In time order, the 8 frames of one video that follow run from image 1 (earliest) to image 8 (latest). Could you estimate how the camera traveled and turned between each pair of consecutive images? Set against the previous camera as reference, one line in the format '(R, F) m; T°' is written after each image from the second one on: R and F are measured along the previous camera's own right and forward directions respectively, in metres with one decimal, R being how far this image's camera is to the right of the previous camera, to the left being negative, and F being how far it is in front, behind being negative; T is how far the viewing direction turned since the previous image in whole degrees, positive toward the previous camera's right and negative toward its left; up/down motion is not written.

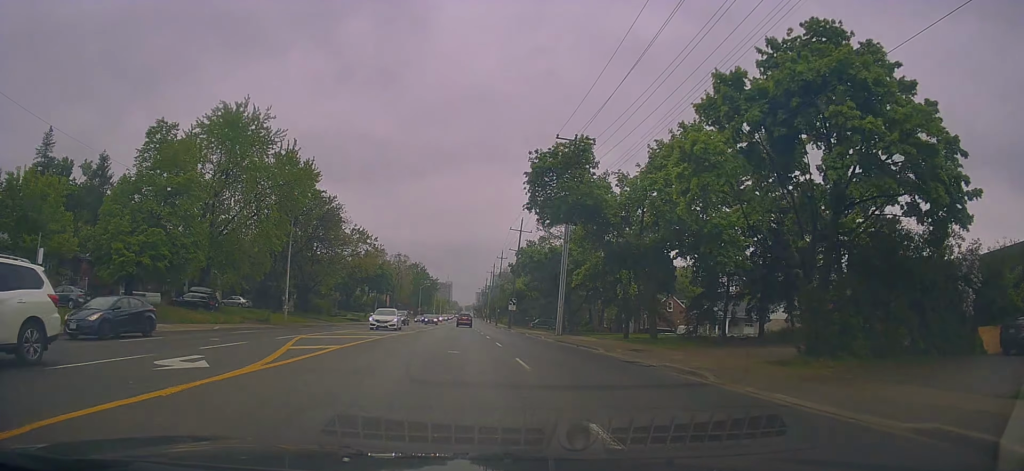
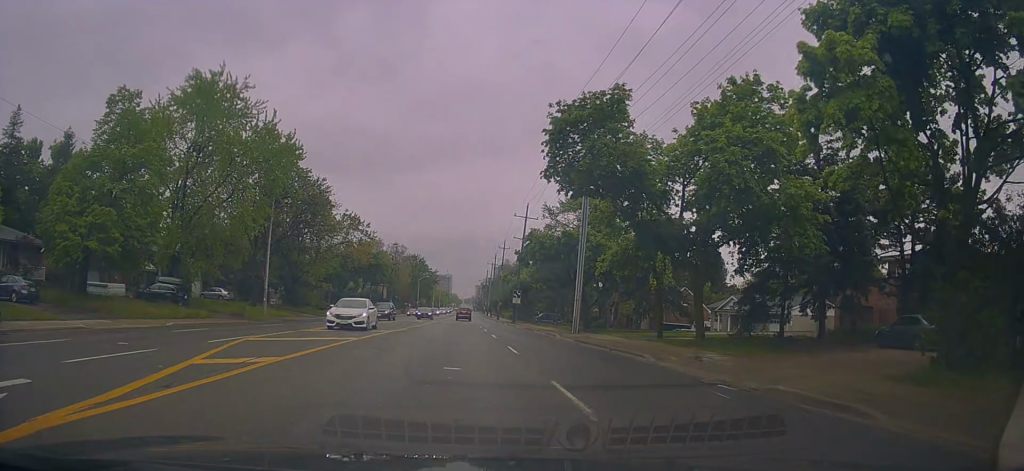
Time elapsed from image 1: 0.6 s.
(-0.1, +5.6) m; 0°
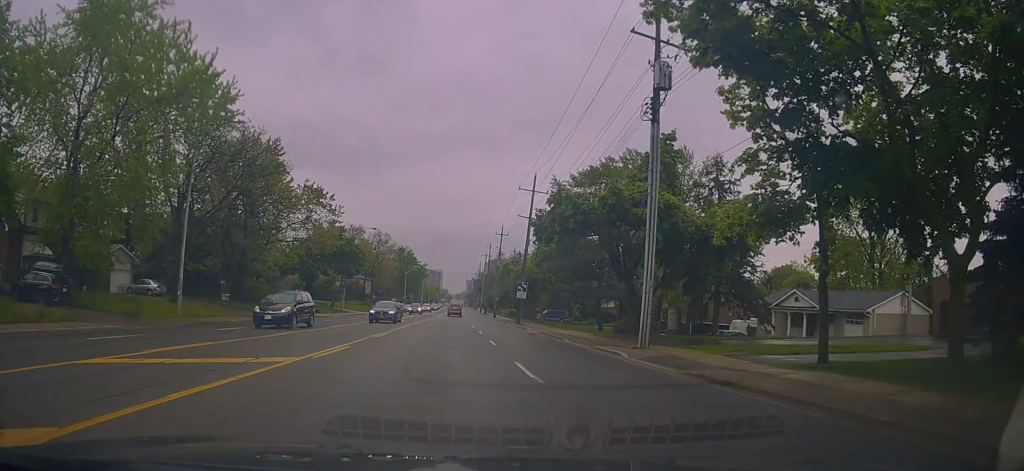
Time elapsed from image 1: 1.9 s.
(+0.3, +13.7) m; +1°
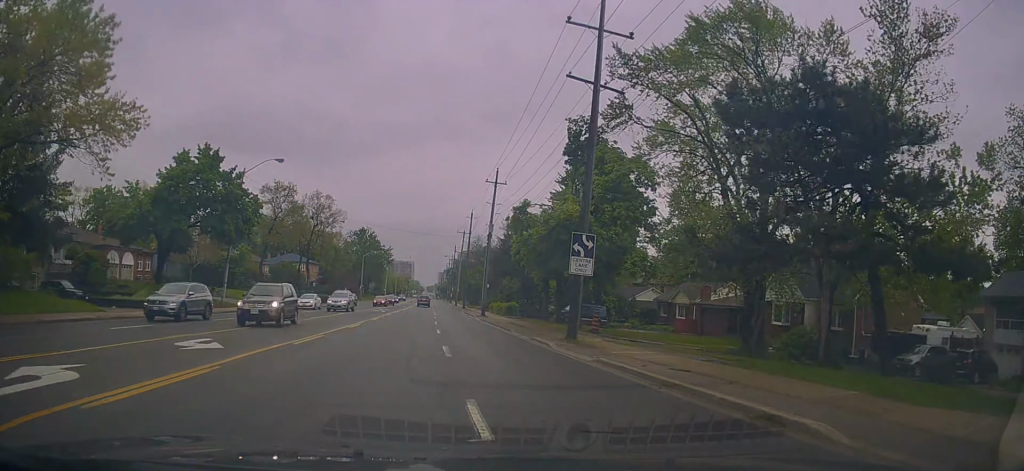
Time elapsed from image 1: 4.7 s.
(+0.9, +32.3) m; +4°
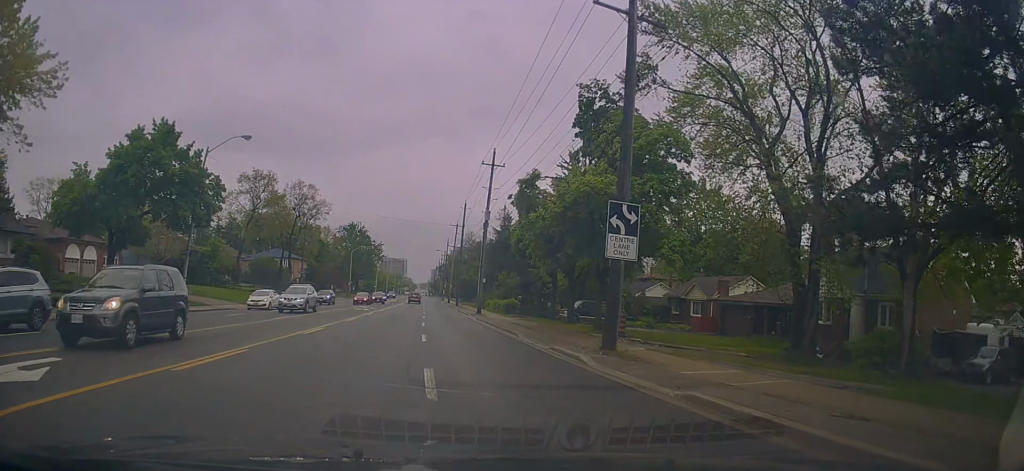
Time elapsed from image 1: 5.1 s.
(-0.1, +5.6) m; -2°
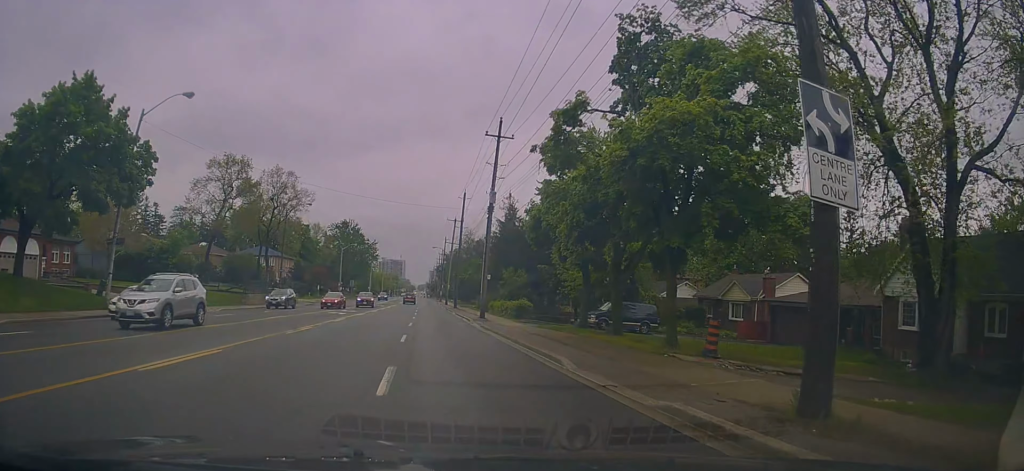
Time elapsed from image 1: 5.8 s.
(-0.2, +9.0) m; -1°
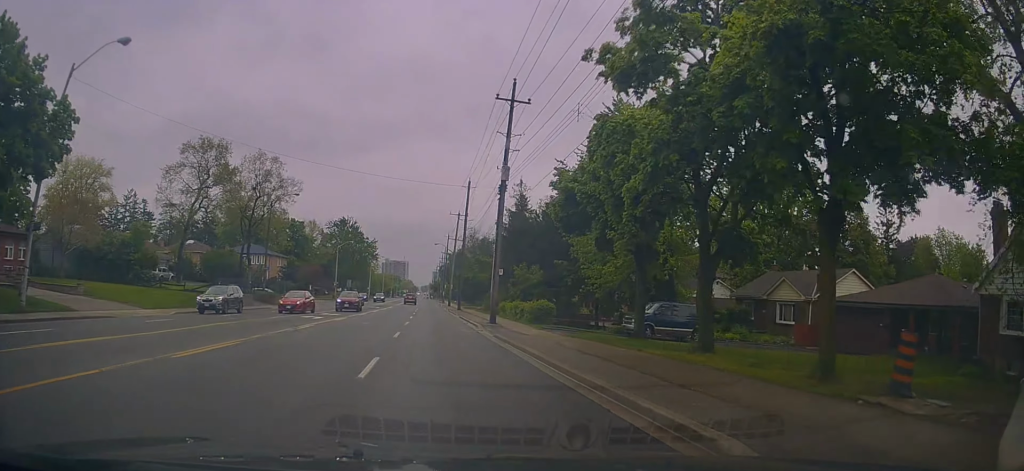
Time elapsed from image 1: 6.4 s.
(-0.3, +7.7) m; 0°
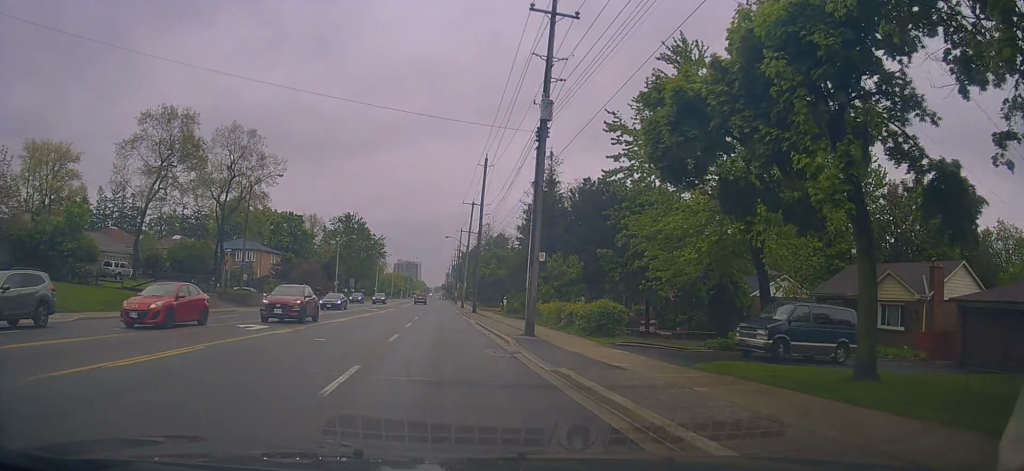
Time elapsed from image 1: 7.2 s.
(+0.4, +10.8) m; -1°
